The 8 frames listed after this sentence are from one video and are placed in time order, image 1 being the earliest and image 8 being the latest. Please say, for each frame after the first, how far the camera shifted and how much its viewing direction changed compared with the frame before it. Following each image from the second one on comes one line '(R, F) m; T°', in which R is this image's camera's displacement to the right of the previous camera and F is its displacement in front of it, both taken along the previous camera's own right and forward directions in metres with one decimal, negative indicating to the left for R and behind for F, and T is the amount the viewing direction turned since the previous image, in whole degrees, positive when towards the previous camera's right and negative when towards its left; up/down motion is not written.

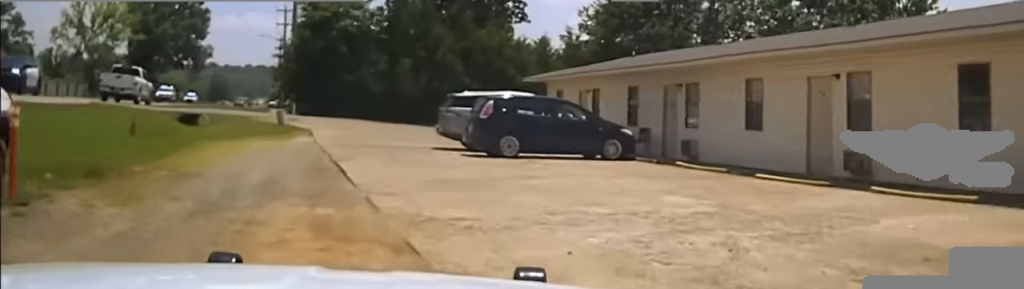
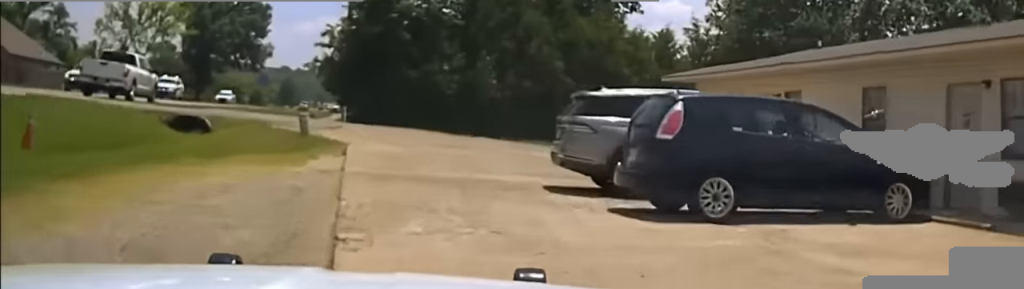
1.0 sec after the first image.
(-0.7, +11.9) m; -3°
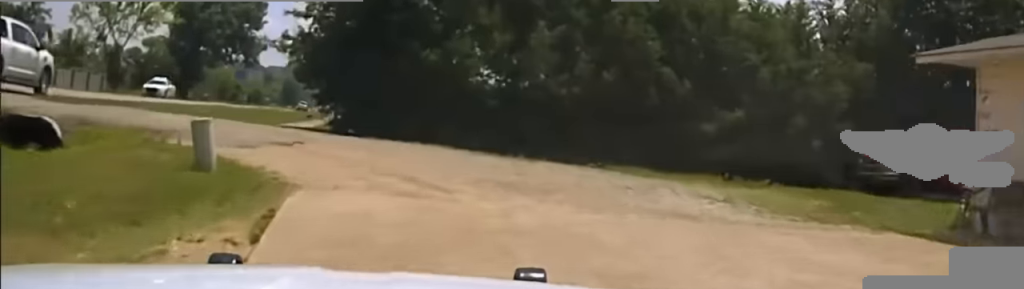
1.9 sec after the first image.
(-0.1, +11.9) m; -4°
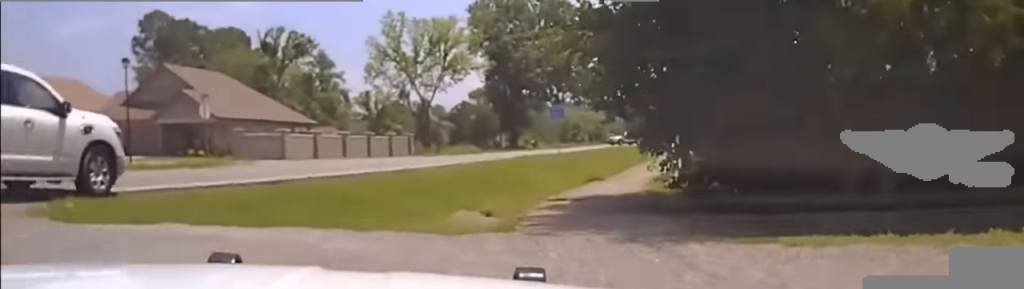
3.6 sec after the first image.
(-3.2, +12.8) m; -55°
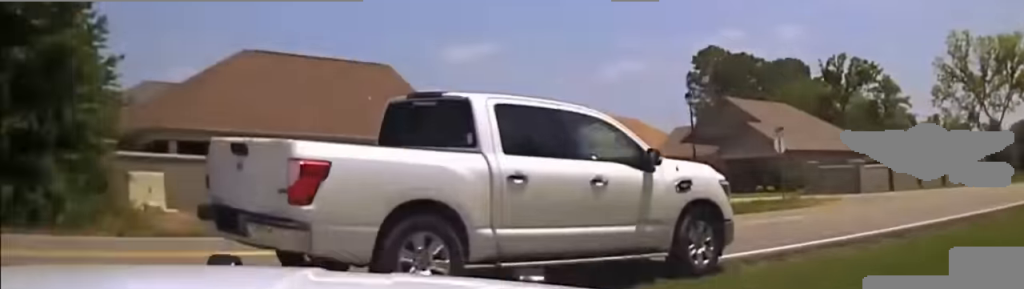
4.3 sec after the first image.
(-1.0, +3.5) m; -40°
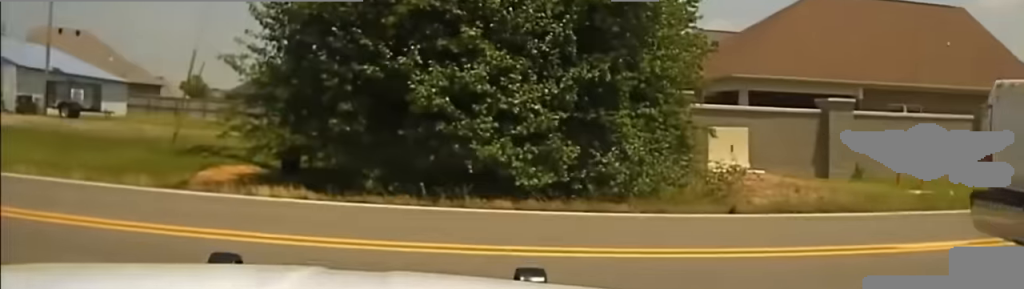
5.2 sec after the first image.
(-1.9, +4.1) m; -38°
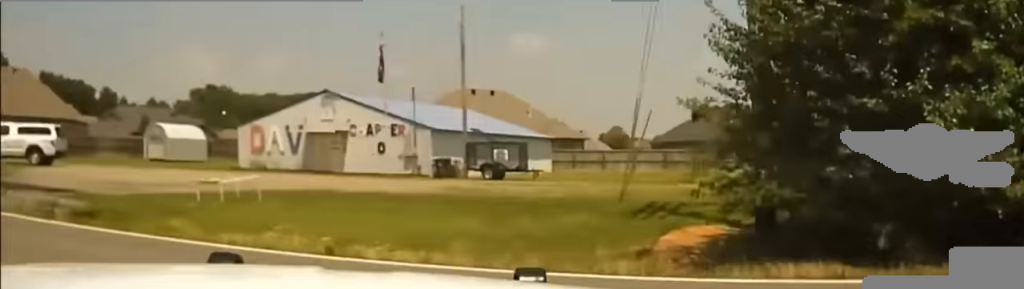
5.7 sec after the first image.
(-0.6, +3.3) m; -14°
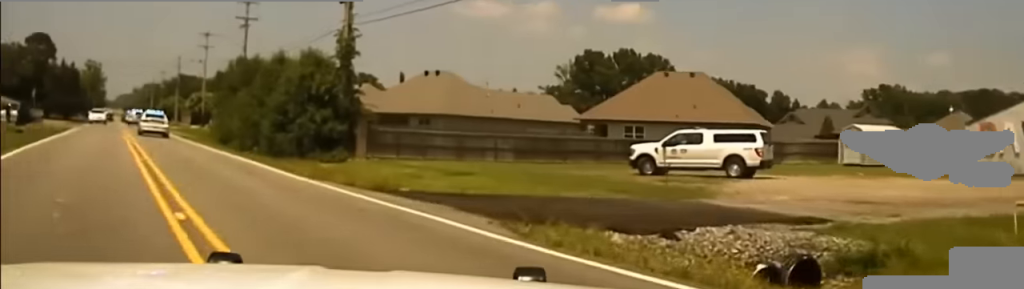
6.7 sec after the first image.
(-1.7, +7.1) m; -20°
